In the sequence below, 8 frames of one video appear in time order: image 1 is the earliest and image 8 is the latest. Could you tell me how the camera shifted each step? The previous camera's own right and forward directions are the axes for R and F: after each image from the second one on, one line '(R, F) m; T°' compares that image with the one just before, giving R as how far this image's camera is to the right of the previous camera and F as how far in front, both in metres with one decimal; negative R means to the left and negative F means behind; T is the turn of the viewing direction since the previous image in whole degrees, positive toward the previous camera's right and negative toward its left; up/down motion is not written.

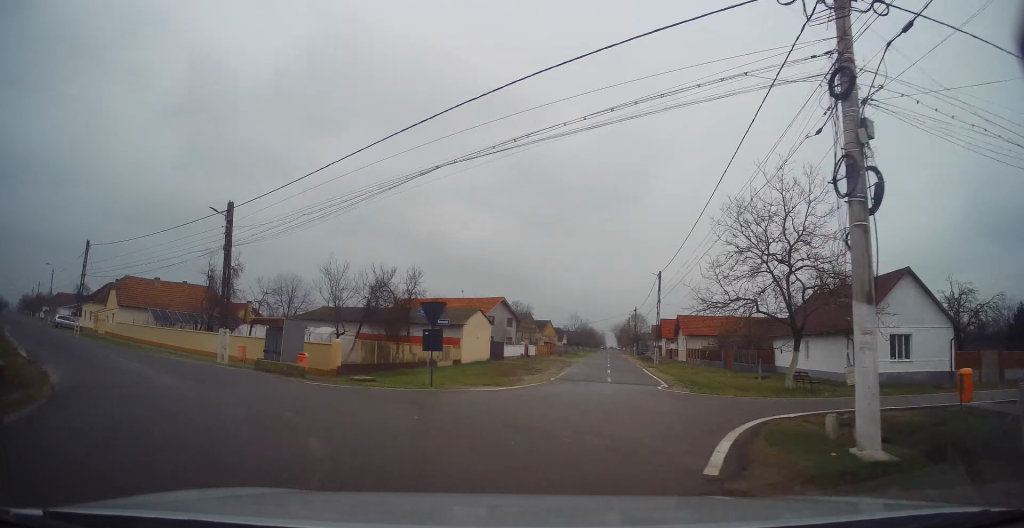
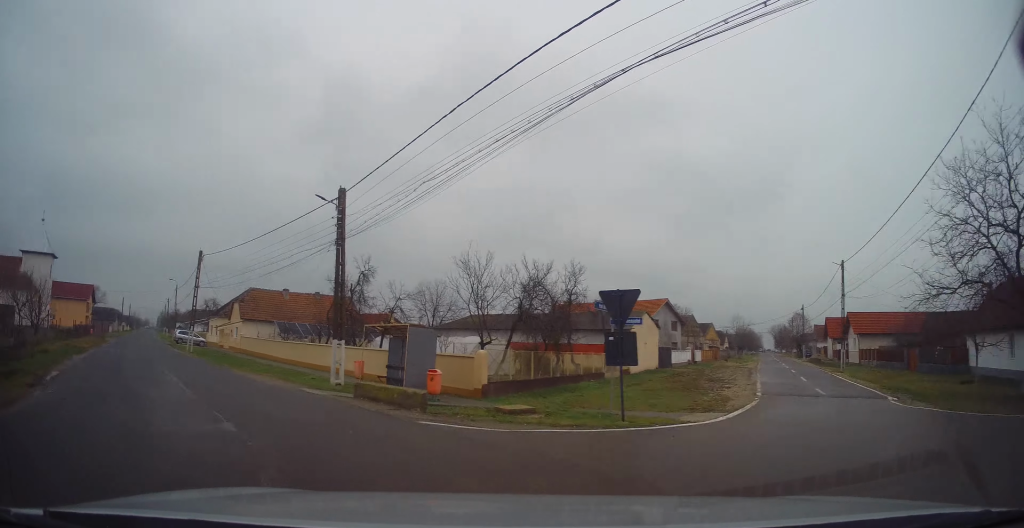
(-0.7, +5.6) m; -17°
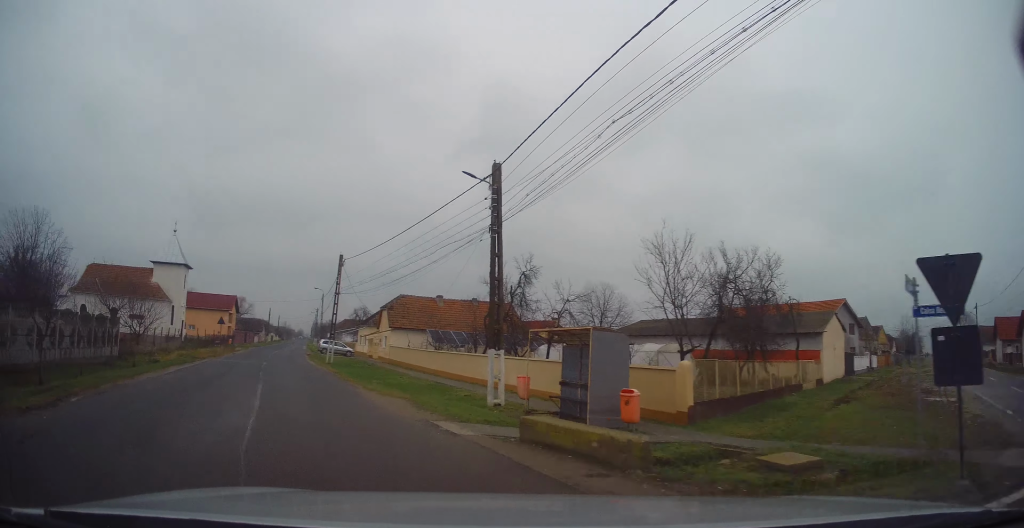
(-0.5, +4.5) m; -13°
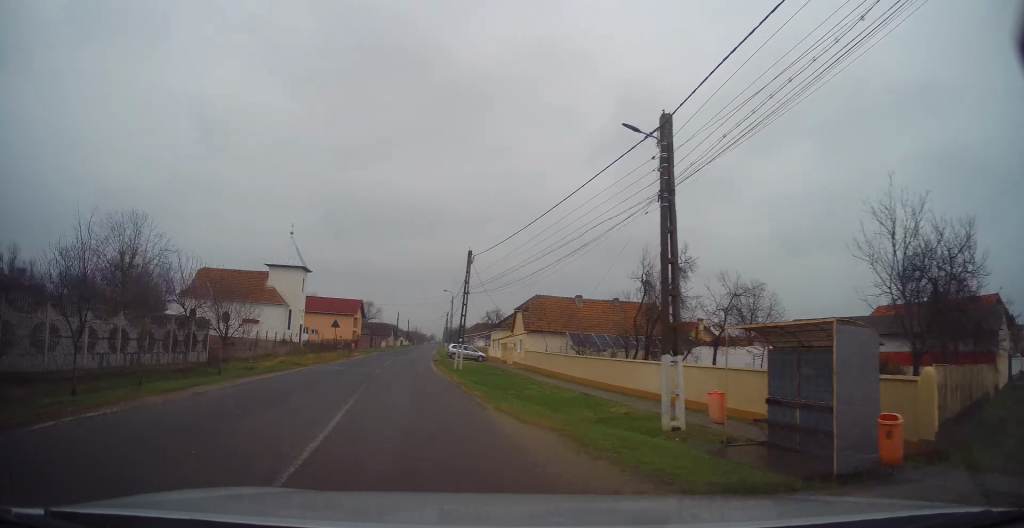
(-0.5, +4.2) m; -9°
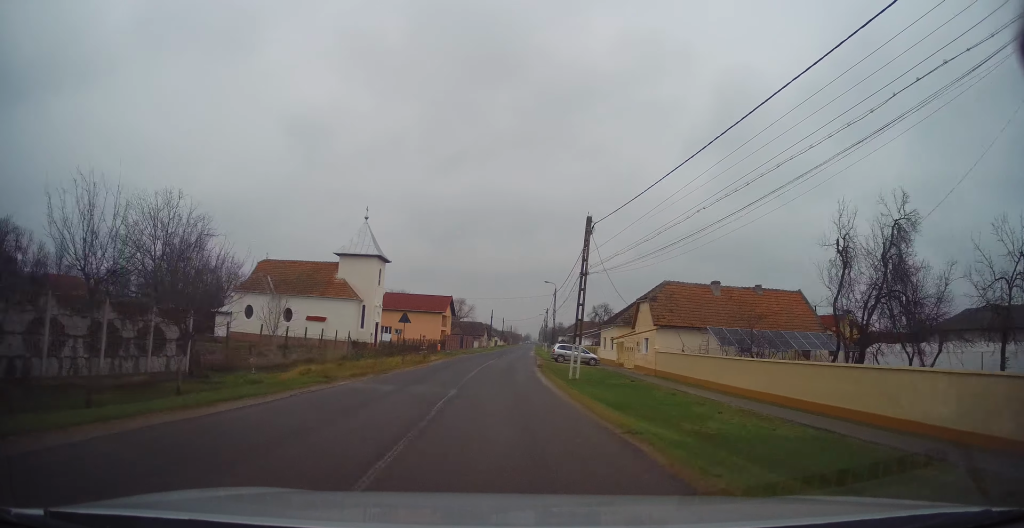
(-1.4, +9.7) m; -10°
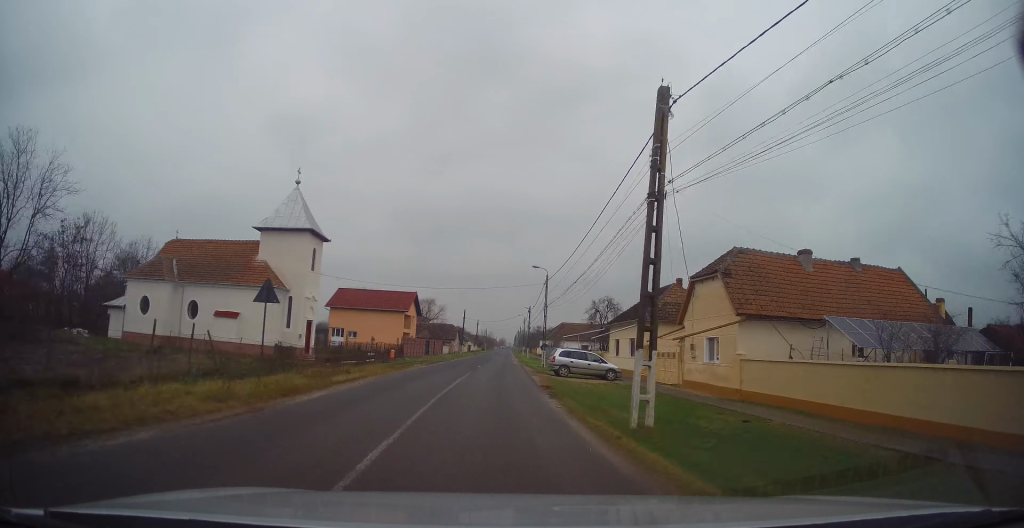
(-0.2, +14.4) m; +1°
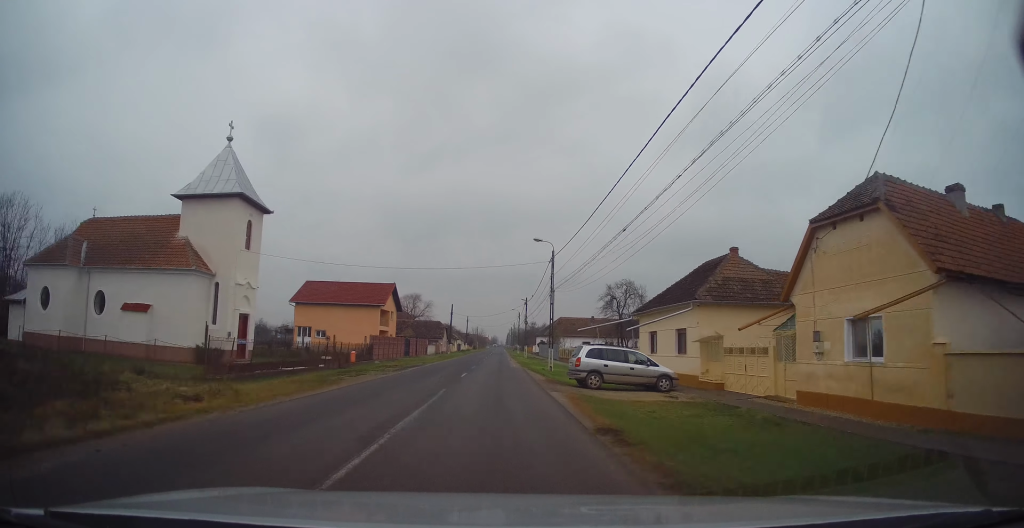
(+0.2, +10.6) m; +1°
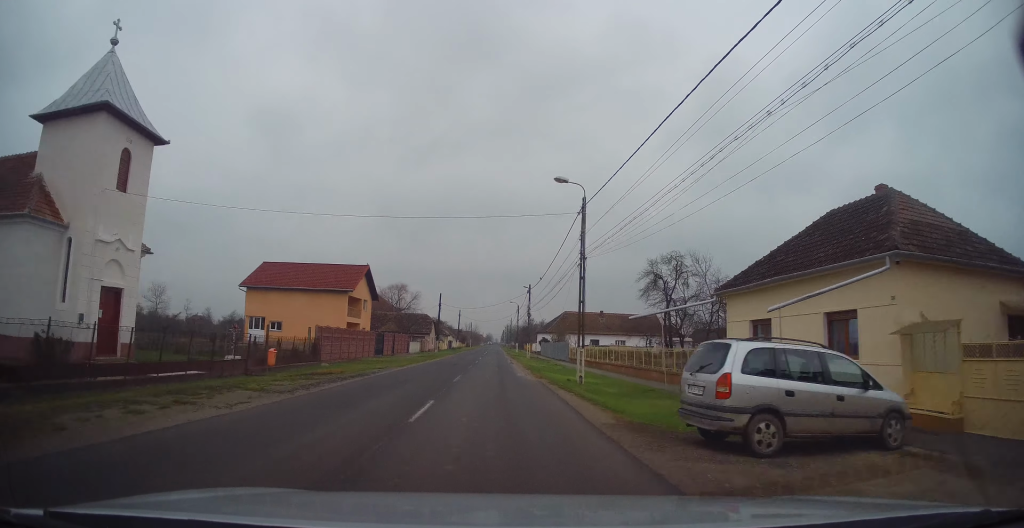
(+0.1, +12.6) m; +1°
